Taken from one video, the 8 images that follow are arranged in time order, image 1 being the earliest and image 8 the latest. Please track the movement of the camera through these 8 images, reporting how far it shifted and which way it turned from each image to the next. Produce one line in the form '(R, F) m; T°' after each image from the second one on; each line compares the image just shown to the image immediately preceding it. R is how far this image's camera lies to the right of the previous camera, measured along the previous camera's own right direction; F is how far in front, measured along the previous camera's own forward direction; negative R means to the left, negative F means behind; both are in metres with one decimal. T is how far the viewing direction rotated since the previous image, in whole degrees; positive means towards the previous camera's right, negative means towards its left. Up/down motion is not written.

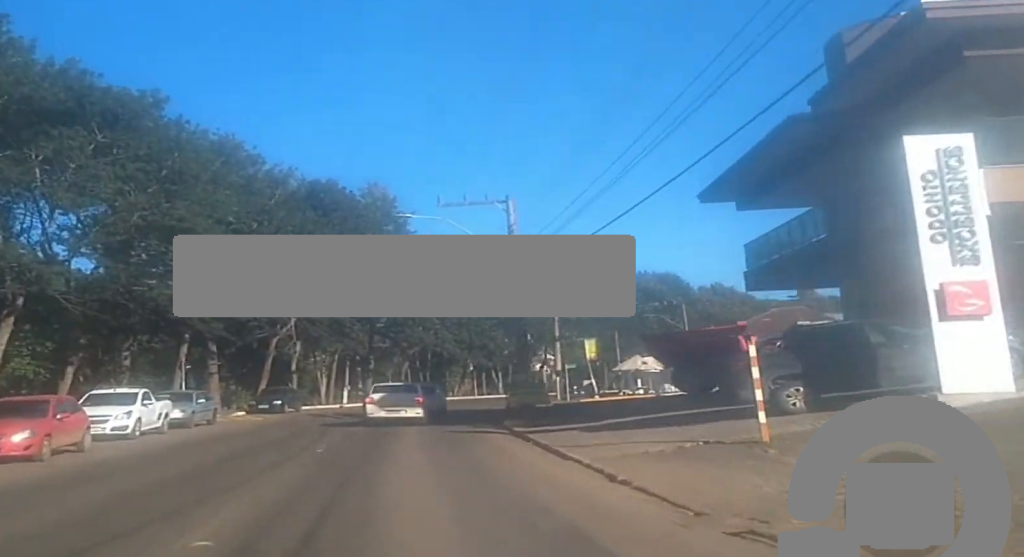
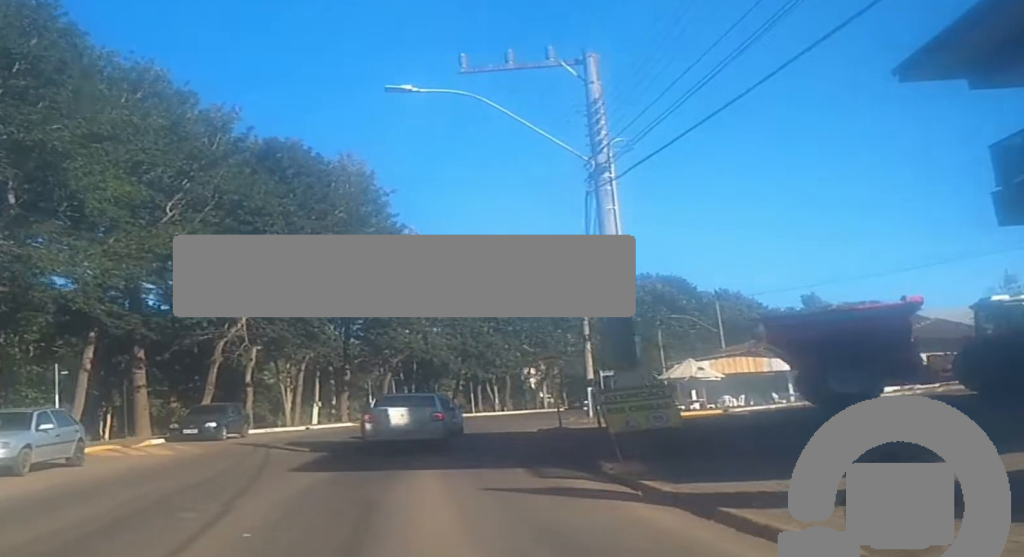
(+0.1, +14.0) m; 0°
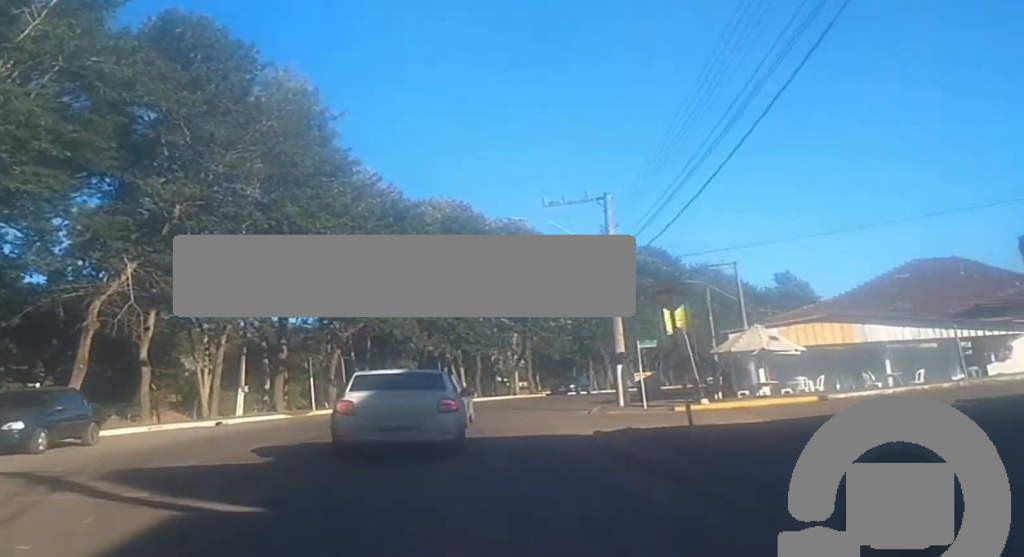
(+0.2, +13.6) m; +3°
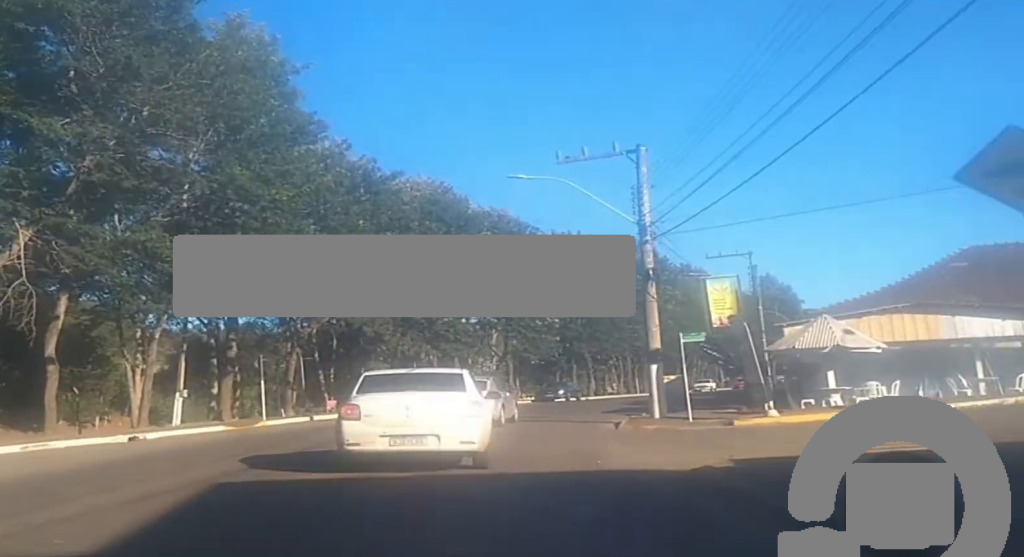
(+0.3, +8.7) m; +5°
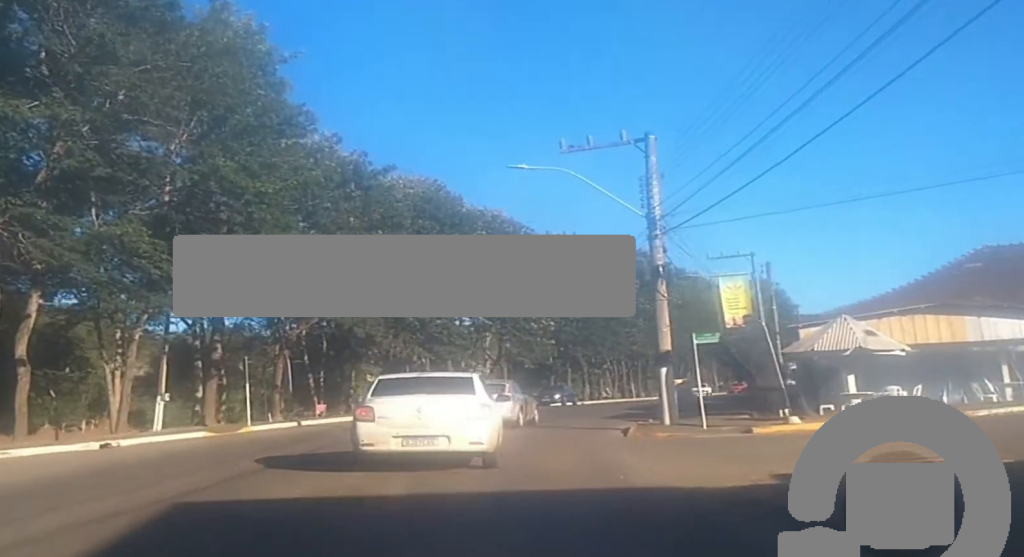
(-0.1, +2.8) m; +2°
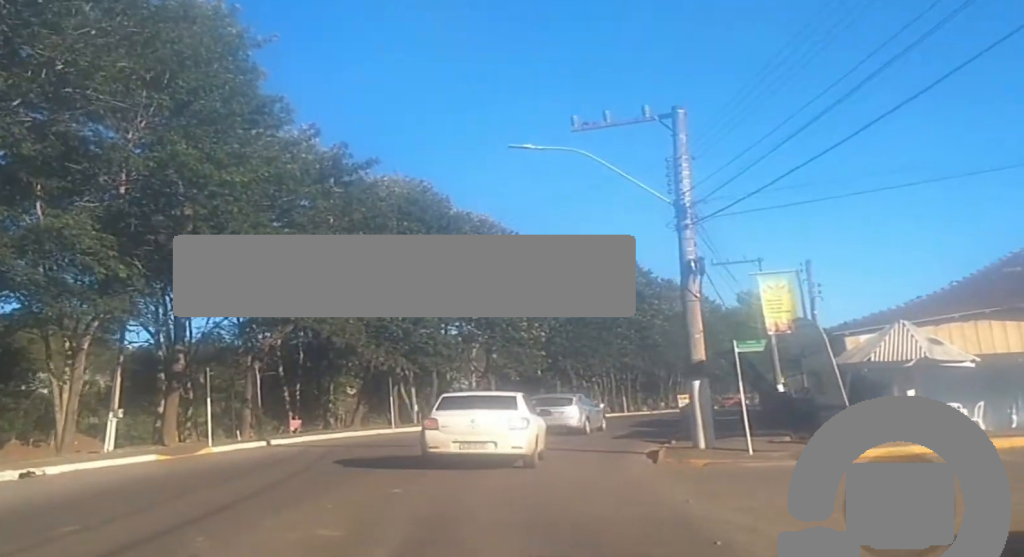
(+0.5, +6.0) m; +4°
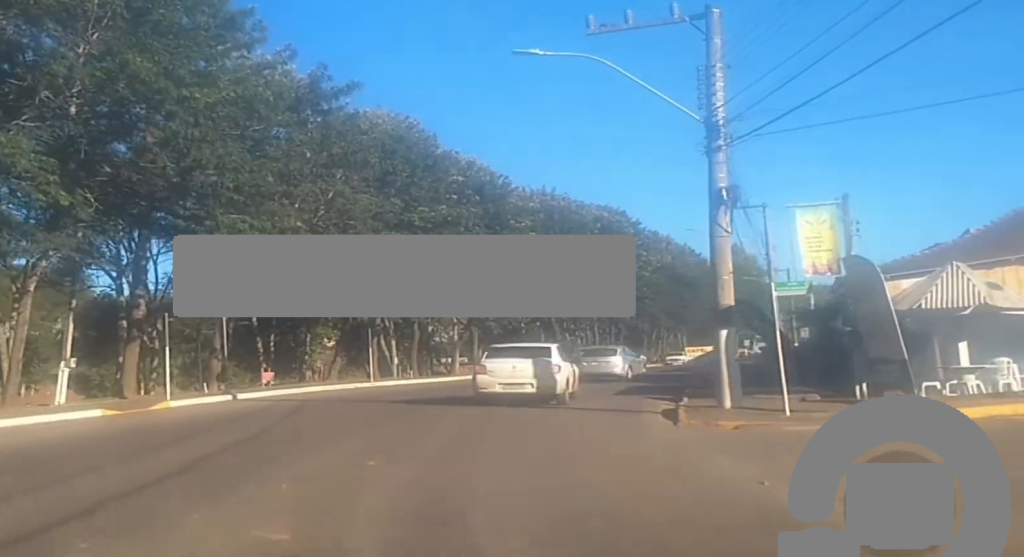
(-0.1, +4.2) m; -5°
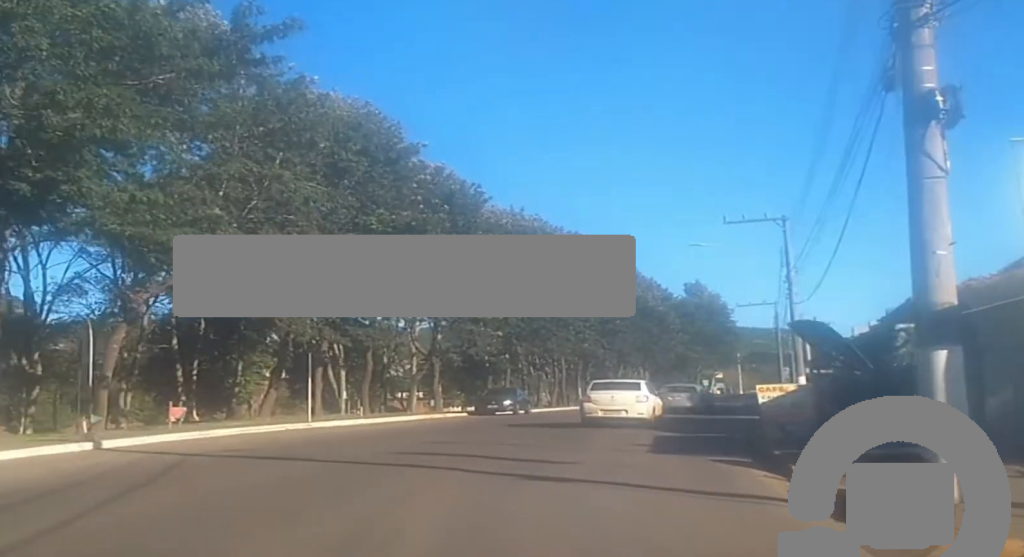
(-0.5, +9.1) m; -1°
